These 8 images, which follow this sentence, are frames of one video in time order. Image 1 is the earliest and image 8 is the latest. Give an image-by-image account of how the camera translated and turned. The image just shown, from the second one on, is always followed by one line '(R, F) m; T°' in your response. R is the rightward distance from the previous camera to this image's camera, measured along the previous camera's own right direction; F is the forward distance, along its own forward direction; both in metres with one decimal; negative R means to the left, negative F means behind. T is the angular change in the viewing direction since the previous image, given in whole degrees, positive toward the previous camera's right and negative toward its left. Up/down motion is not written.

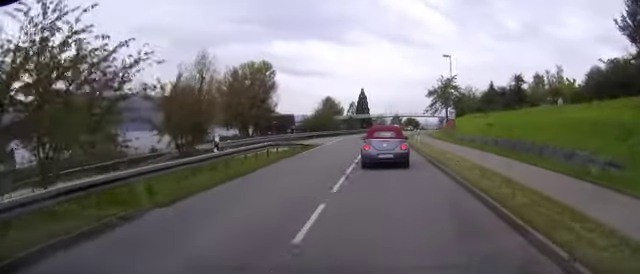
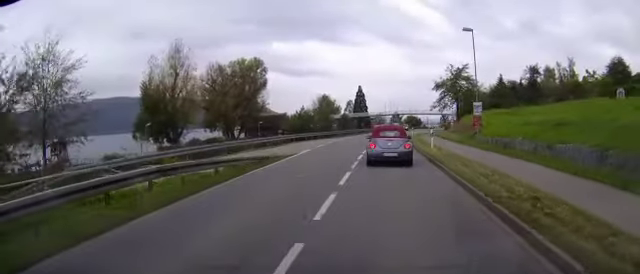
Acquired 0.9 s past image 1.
(+0.1, +12.0) m; 0°
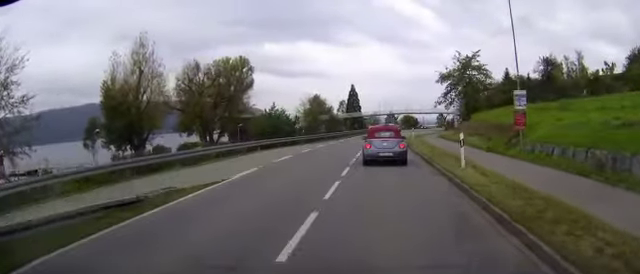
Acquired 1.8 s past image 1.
(0.0, +11.5) m; 0°
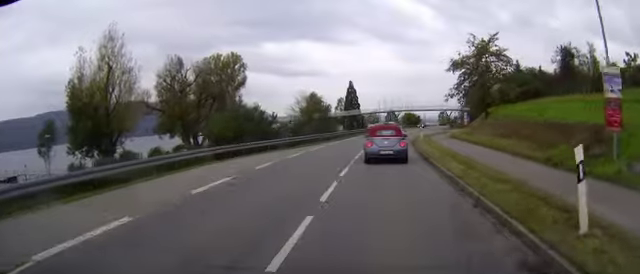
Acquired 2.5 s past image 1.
(0.0, +9.4) m; 0°
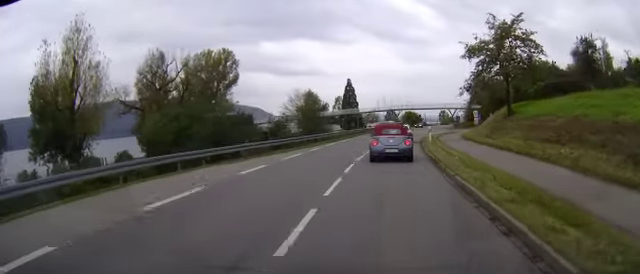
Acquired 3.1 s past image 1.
(-0.1, +8.6) m; 0°
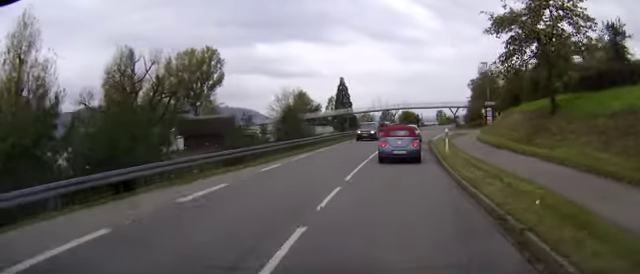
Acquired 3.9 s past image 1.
(+0.1, +10.5) m; +1°
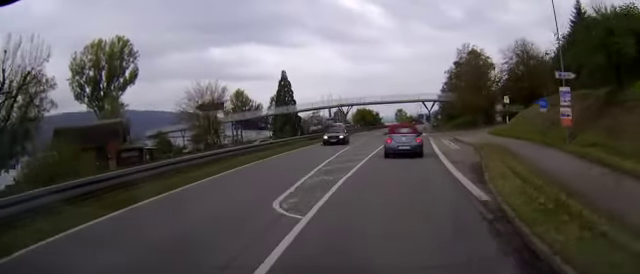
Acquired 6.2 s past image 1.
(+1.5, +31.6) m; +6°
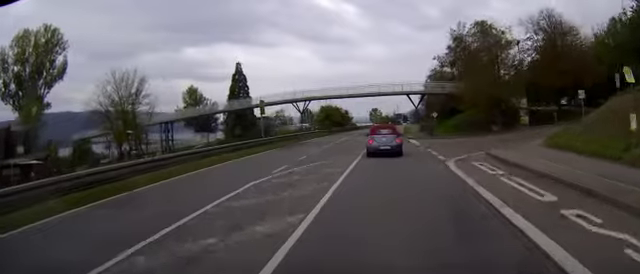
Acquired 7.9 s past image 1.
(+0.5, +23.1) m; +2°
